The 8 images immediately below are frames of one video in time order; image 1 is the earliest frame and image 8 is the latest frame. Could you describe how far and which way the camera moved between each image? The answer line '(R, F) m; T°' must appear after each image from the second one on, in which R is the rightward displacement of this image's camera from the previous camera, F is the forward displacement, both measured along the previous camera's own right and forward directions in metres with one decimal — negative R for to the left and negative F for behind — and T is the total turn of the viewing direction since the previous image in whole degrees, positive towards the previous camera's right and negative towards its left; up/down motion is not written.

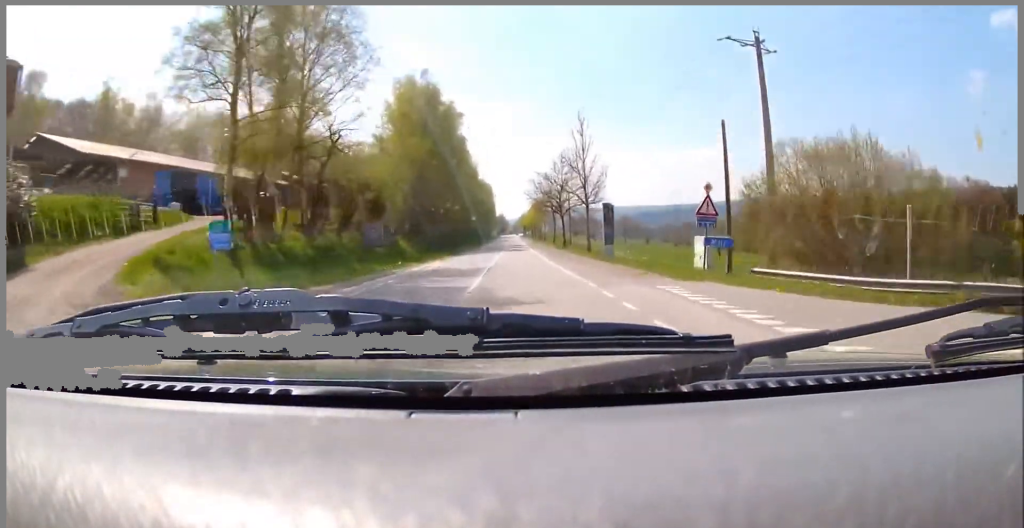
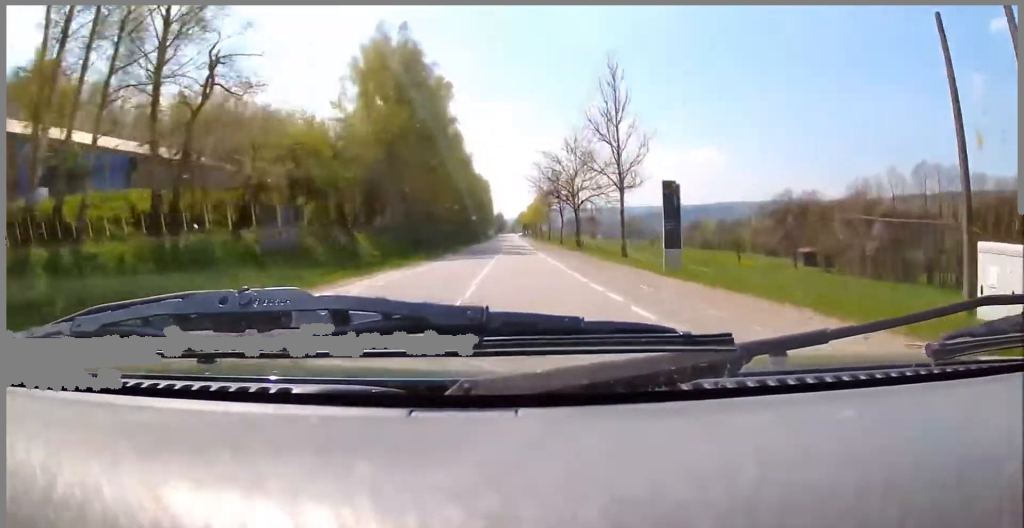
(+0.4, +16.1) m; -1°
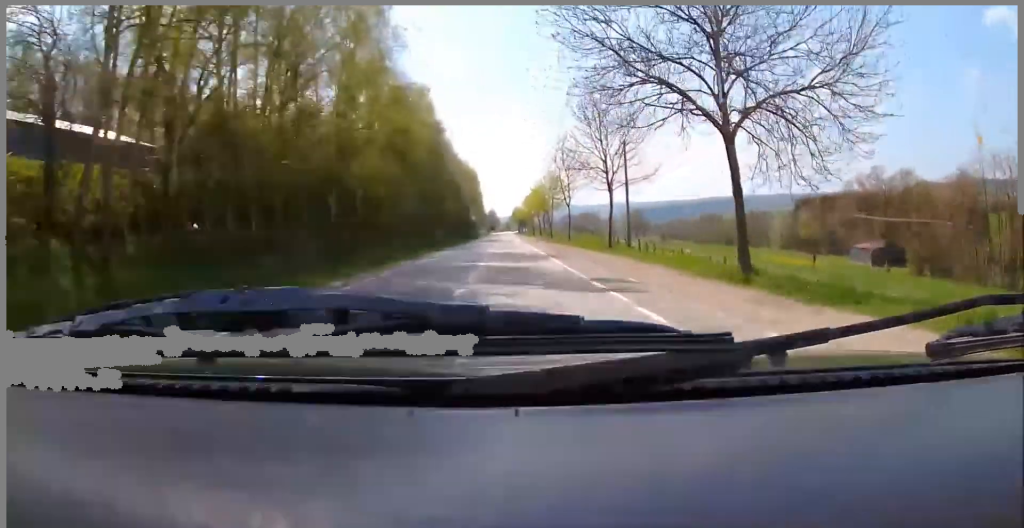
(-1.5, +43.1) m; -2°
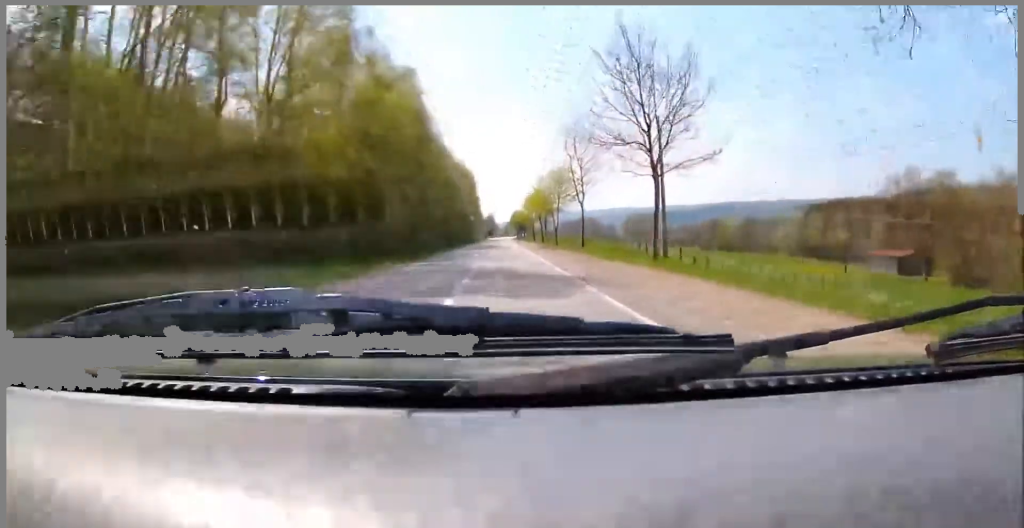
(+0.1, +12.9) m; 0°
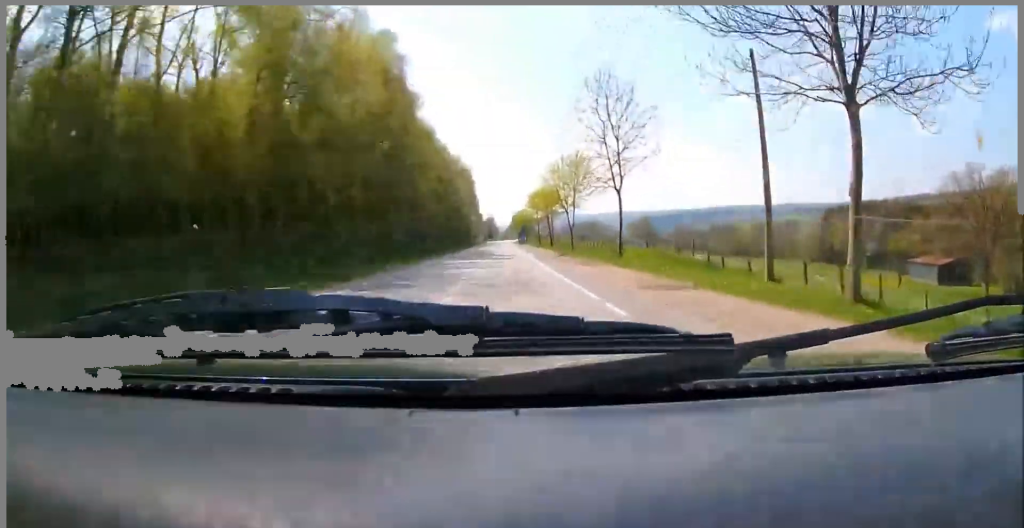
(-0.1, +16.7) m; 0°
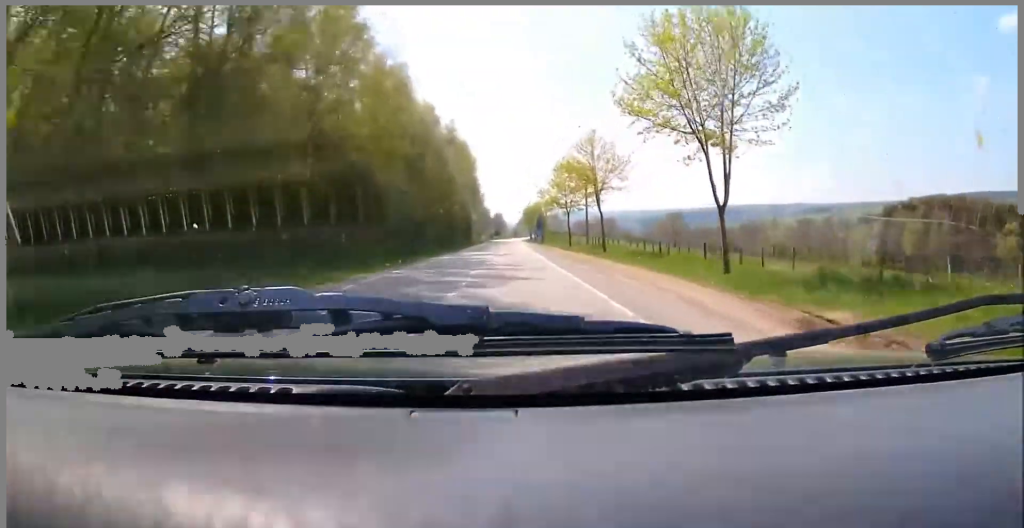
(0.0, +39.8) m; +1°
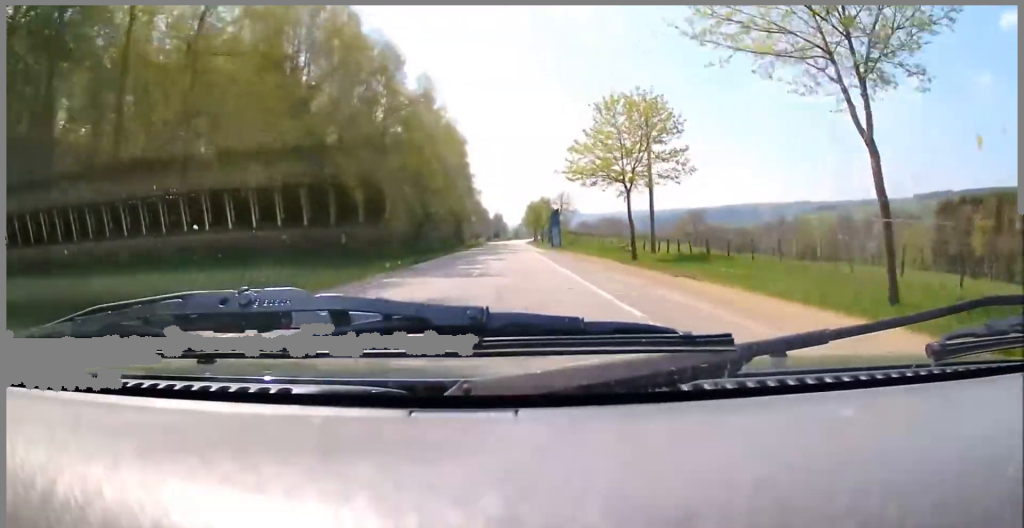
(0.0, +33.9) m; 0°
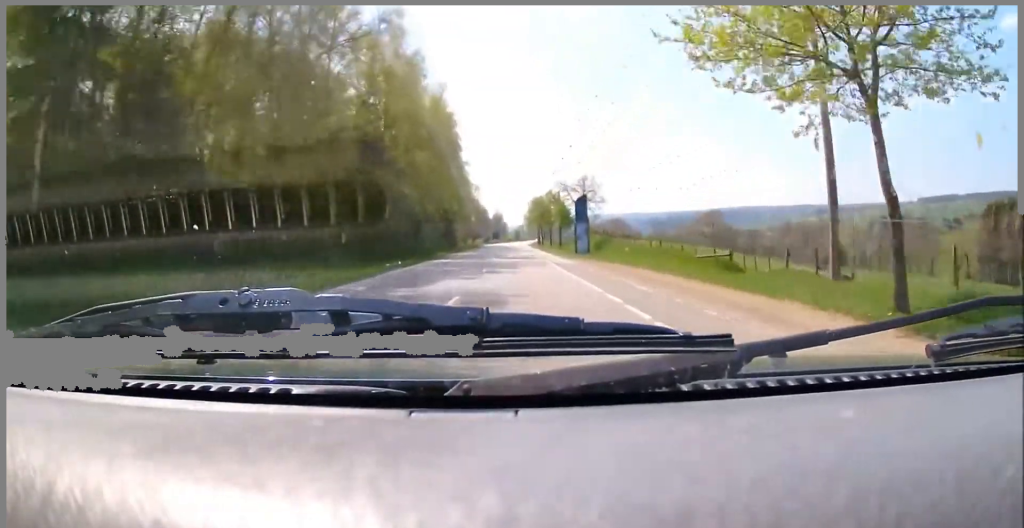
(-0.2, +23.8) m; 0°
